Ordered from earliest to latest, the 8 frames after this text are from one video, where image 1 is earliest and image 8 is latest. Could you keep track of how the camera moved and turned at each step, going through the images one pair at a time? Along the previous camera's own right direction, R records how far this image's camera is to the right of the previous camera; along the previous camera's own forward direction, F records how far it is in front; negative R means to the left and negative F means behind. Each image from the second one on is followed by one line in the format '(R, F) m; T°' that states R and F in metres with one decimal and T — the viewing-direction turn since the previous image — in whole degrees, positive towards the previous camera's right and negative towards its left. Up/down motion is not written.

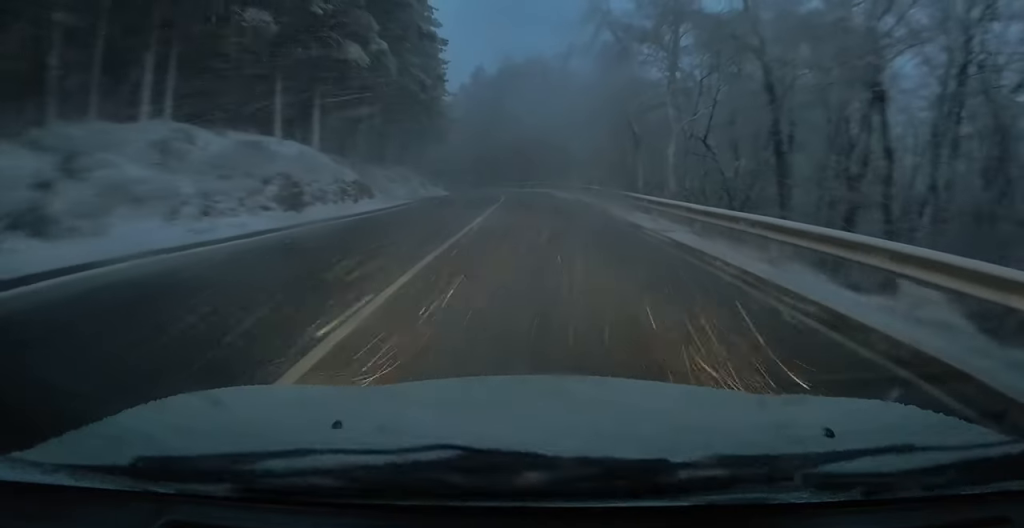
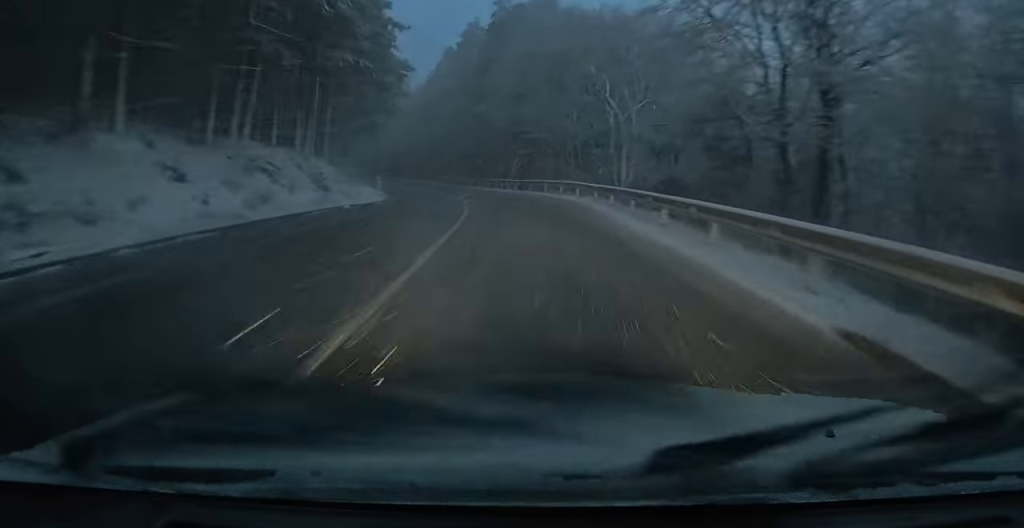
(-0.9, +30.9) m; -3°
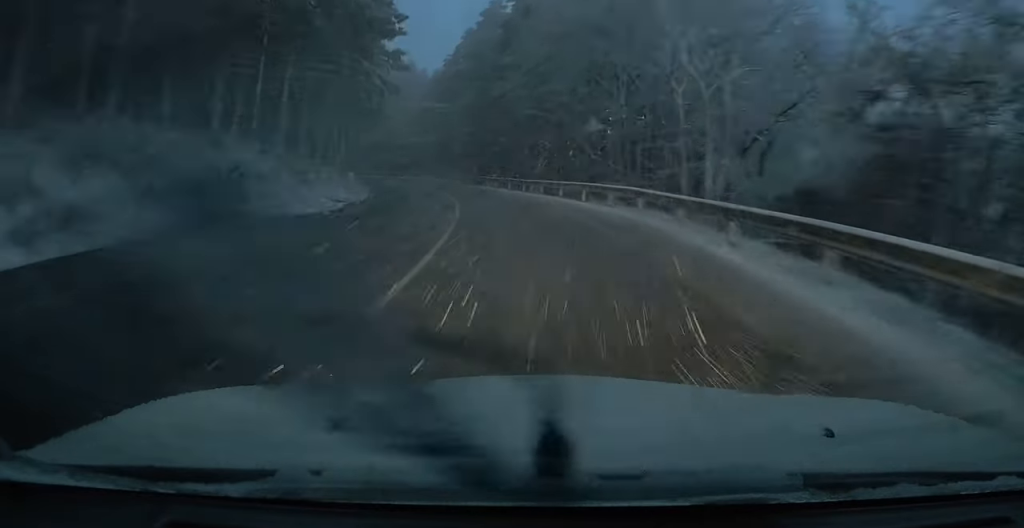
(-0.1, +11.7) m; -3°
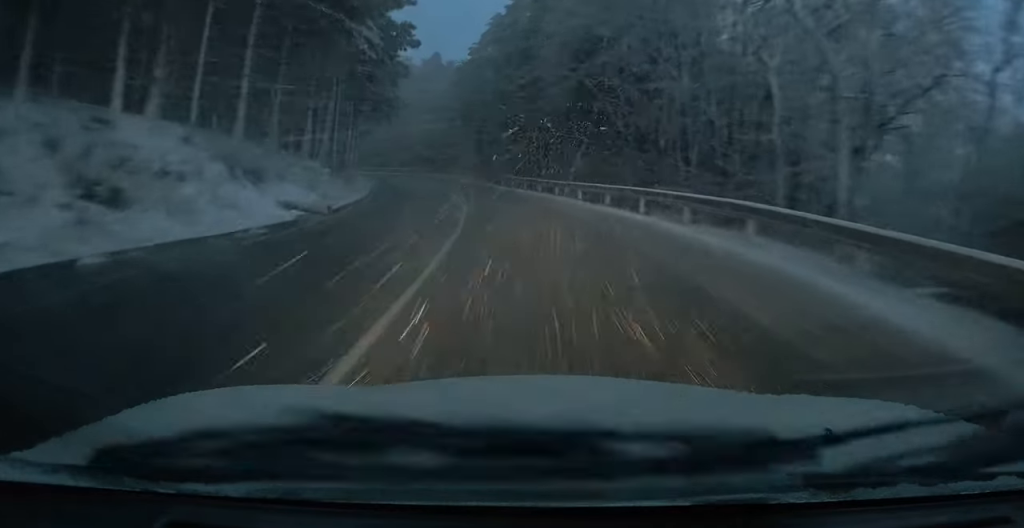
(-0.2, +7.8) m; -2°
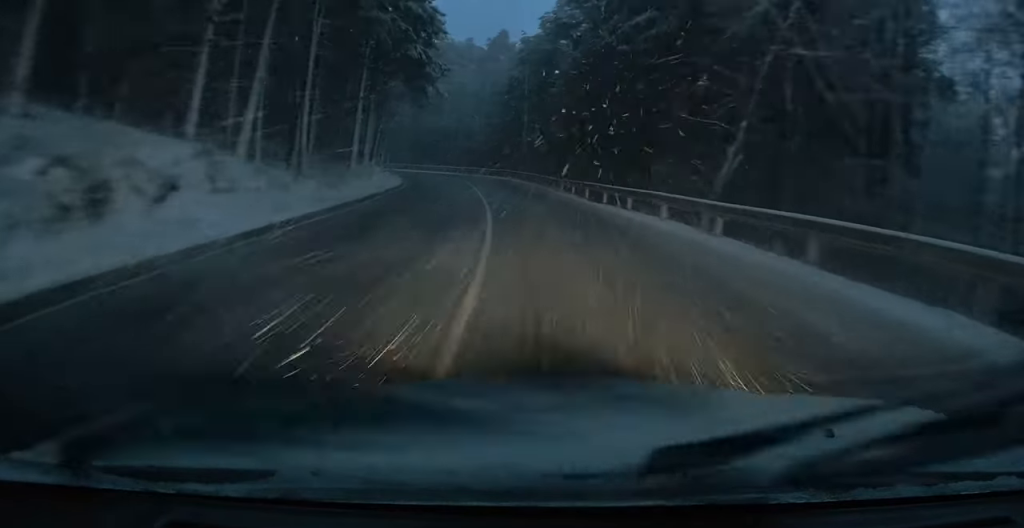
(-0.5, +18.8) m; -3°
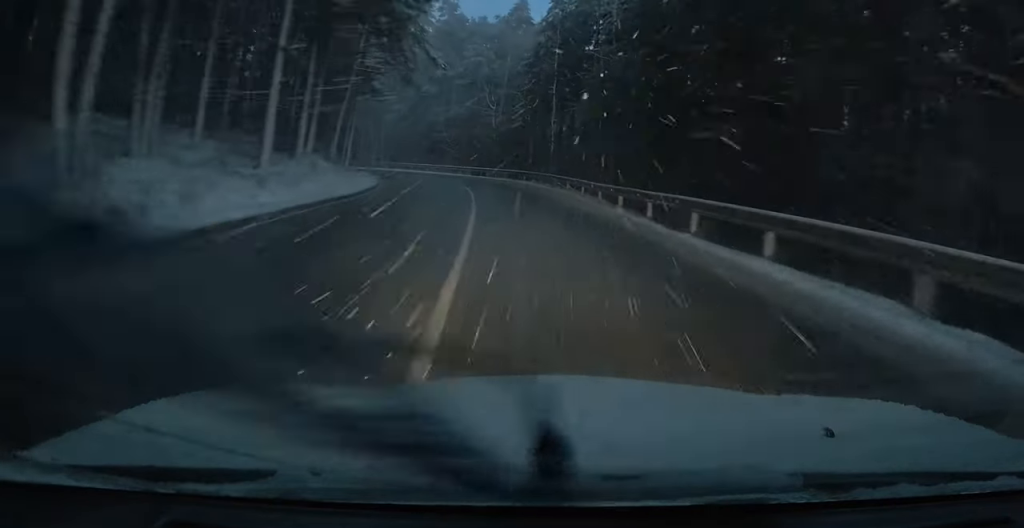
(-0.4, +16.7) m; -3°
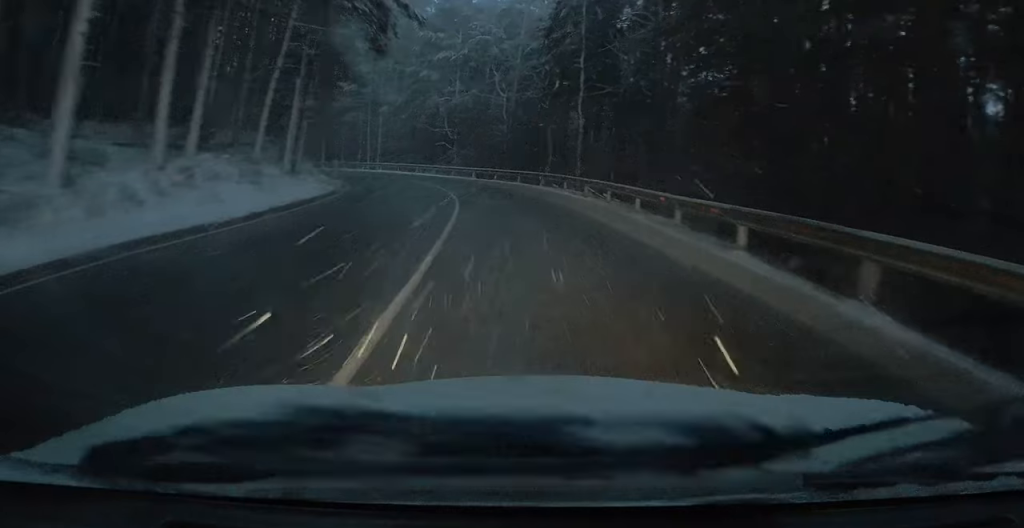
(-0.1, +10.9) m; -3°
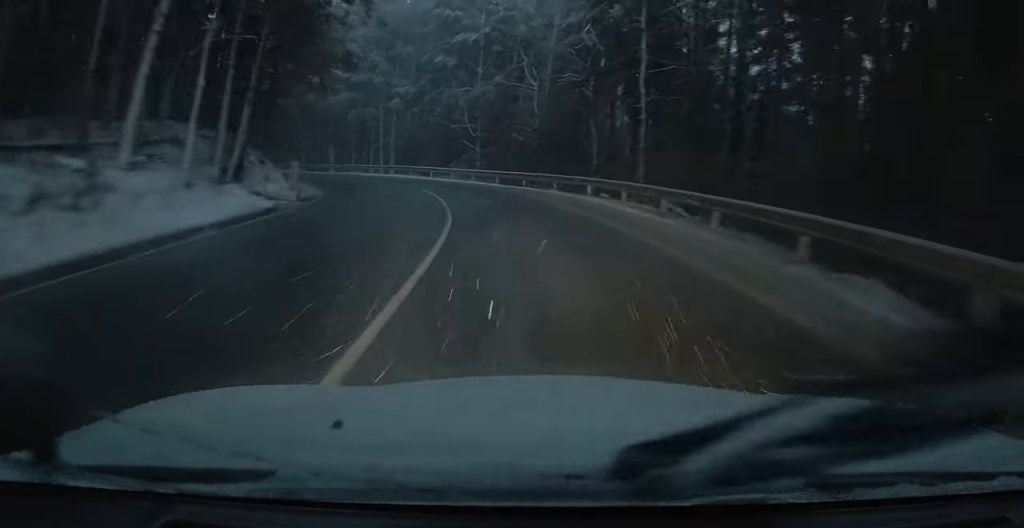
(-0.3, +9.5) m; -2°
